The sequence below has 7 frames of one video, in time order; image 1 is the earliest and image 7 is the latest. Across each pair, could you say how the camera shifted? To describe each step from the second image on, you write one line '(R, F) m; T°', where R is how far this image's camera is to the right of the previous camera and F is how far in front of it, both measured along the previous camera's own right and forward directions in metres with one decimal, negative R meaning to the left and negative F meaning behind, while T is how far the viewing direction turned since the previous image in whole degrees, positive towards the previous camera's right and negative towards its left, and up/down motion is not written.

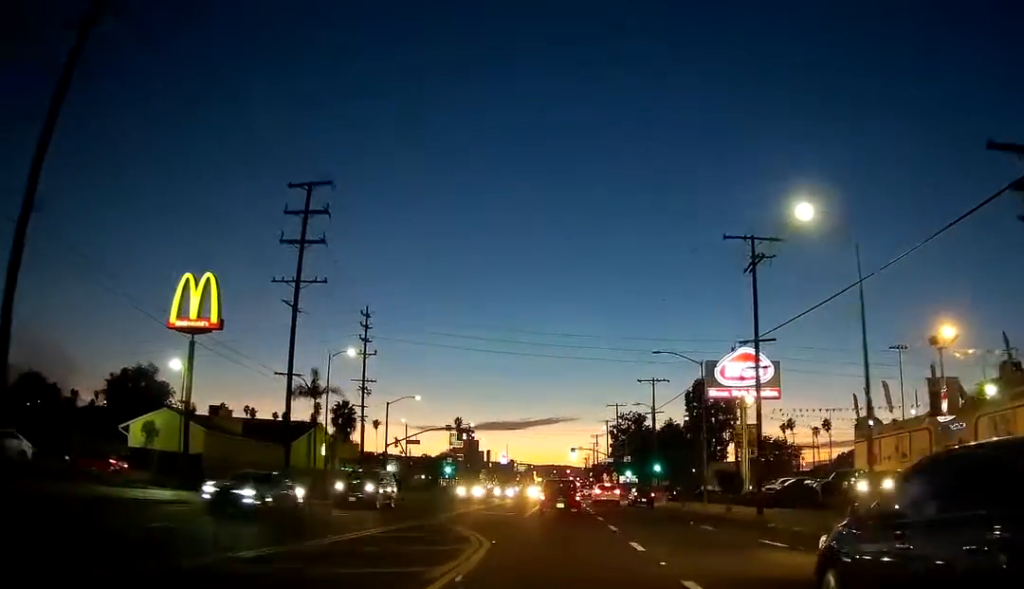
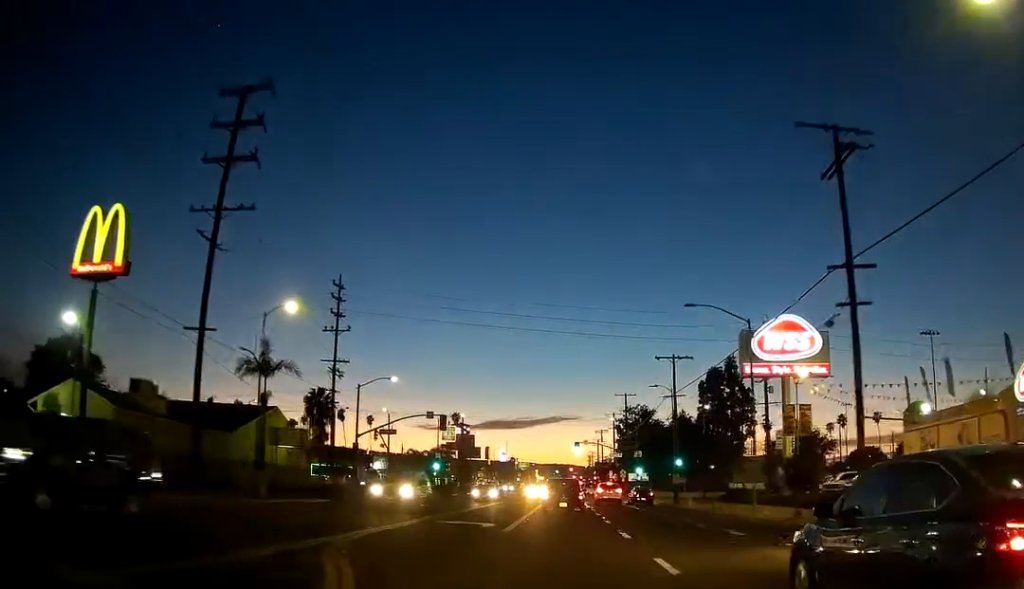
(0.0, +11.3) m; -1°
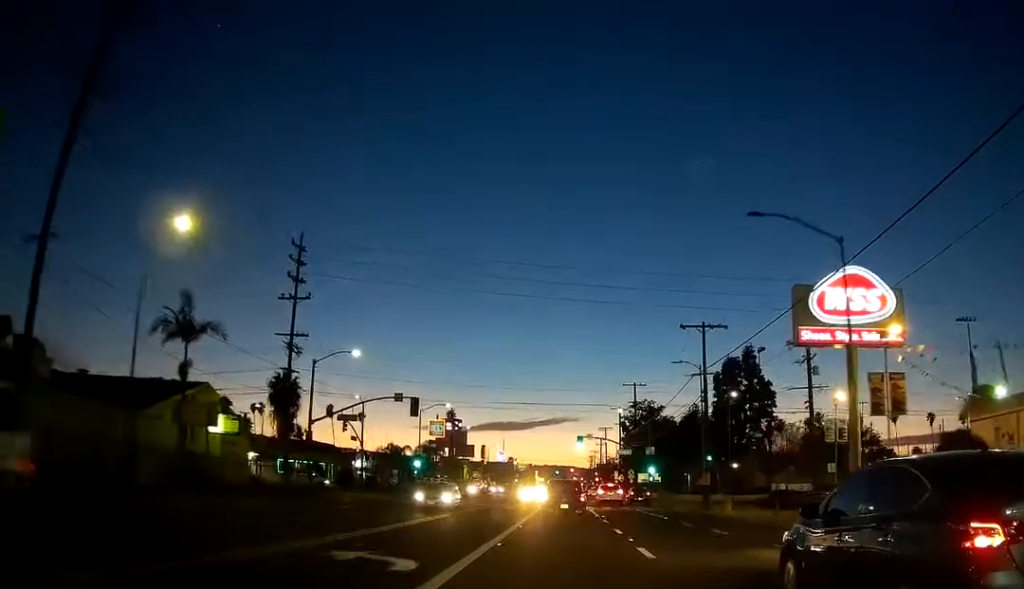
(-0.1, +12.1) m; -1°
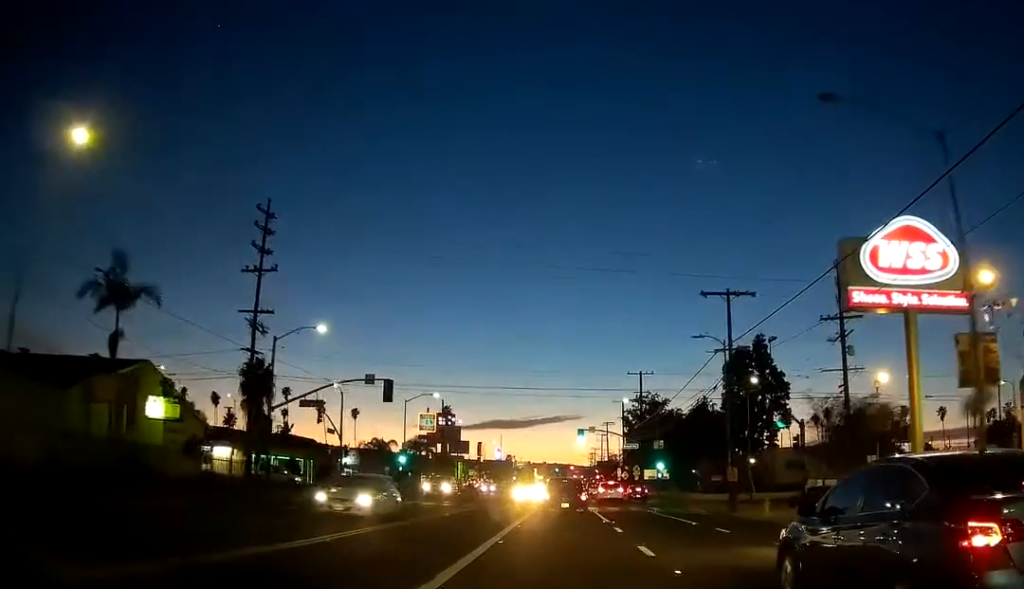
(0.0, +7.7) m; 0°
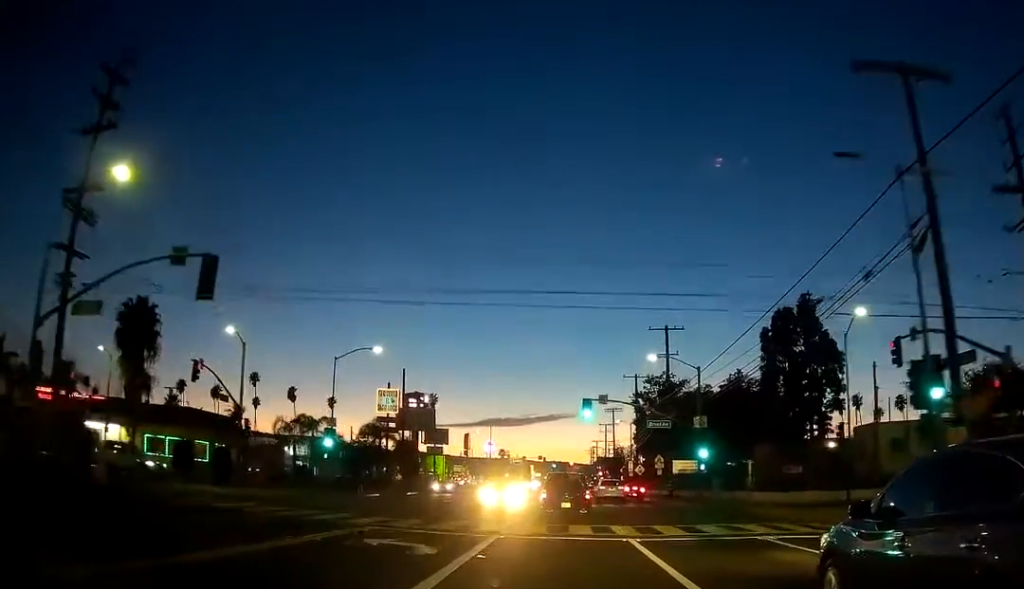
(+0.5, +22.8) m; +1°
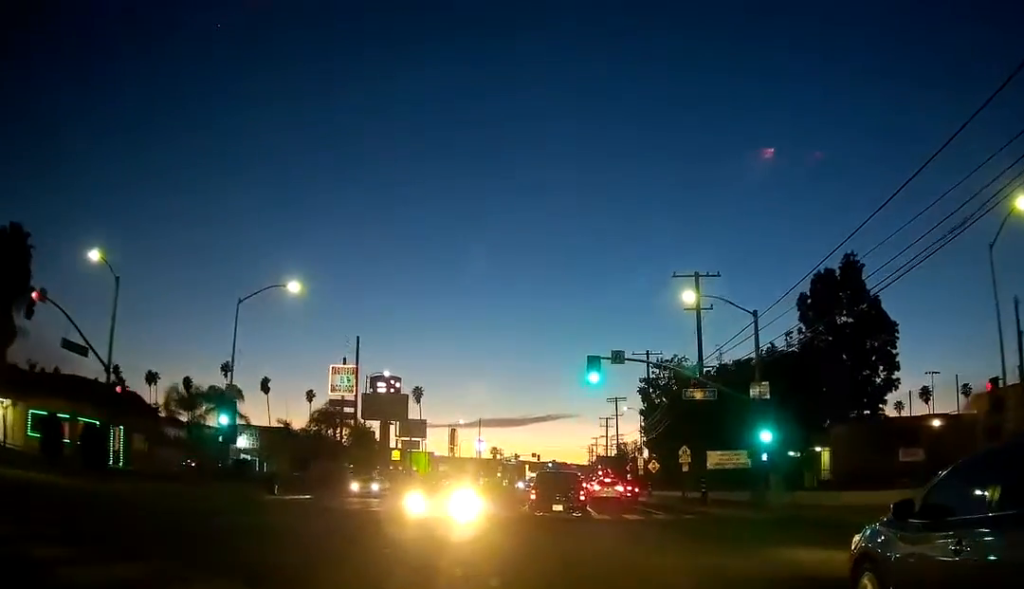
(-0.3, +17.0) m; 0°
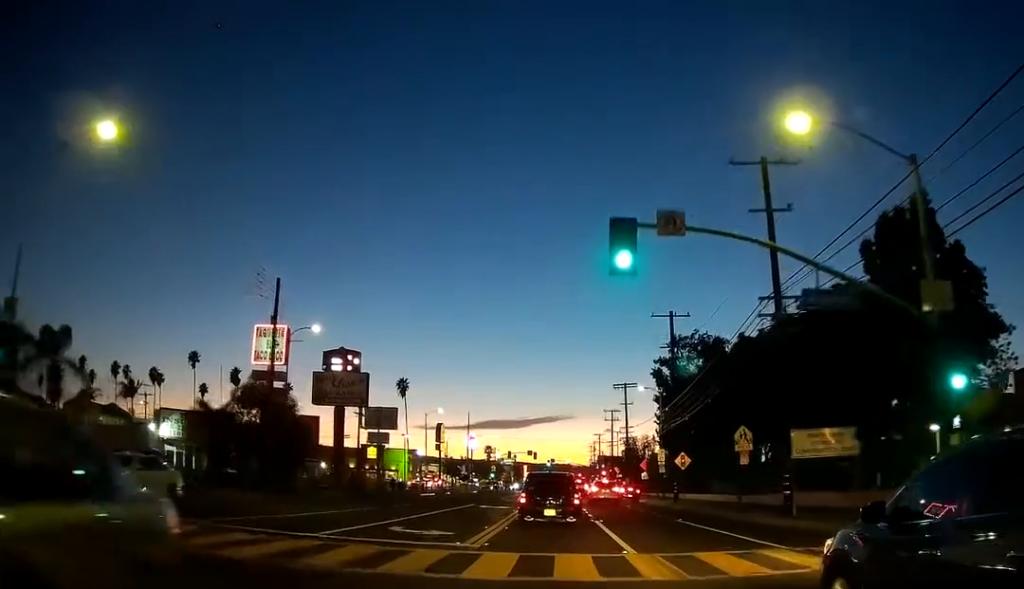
(+0.1, +18.2) m; -1°
